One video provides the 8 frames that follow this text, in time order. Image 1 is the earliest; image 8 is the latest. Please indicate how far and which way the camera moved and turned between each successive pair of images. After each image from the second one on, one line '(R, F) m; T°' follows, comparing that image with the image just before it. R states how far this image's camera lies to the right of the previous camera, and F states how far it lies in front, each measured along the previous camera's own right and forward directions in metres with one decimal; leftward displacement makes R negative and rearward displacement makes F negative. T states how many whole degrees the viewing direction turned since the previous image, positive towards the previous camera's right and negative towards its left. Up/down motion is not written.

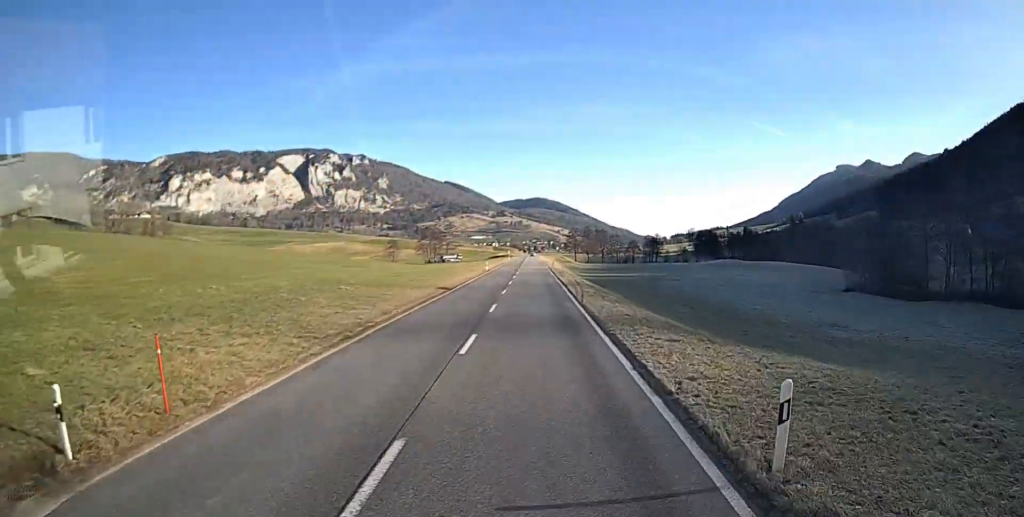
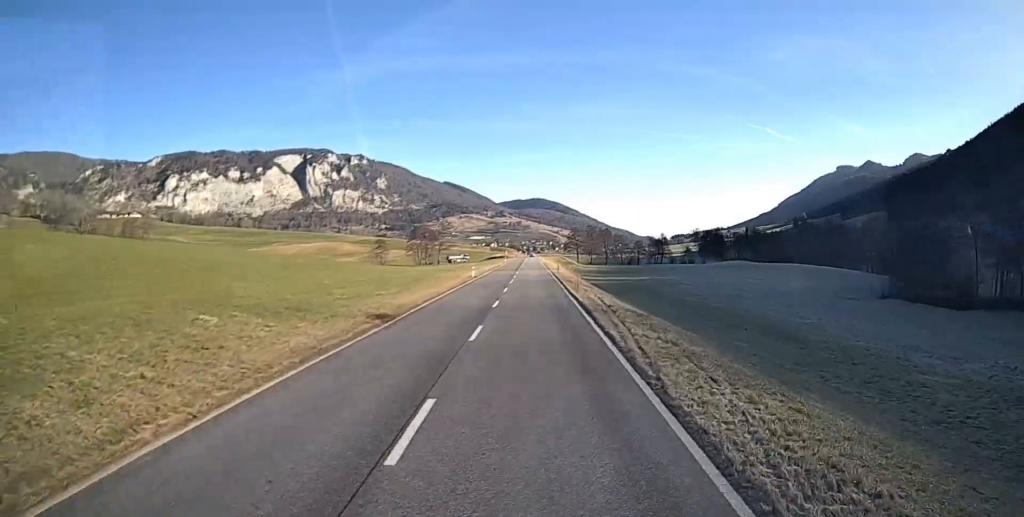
(0.0, +16.1) m; 0°
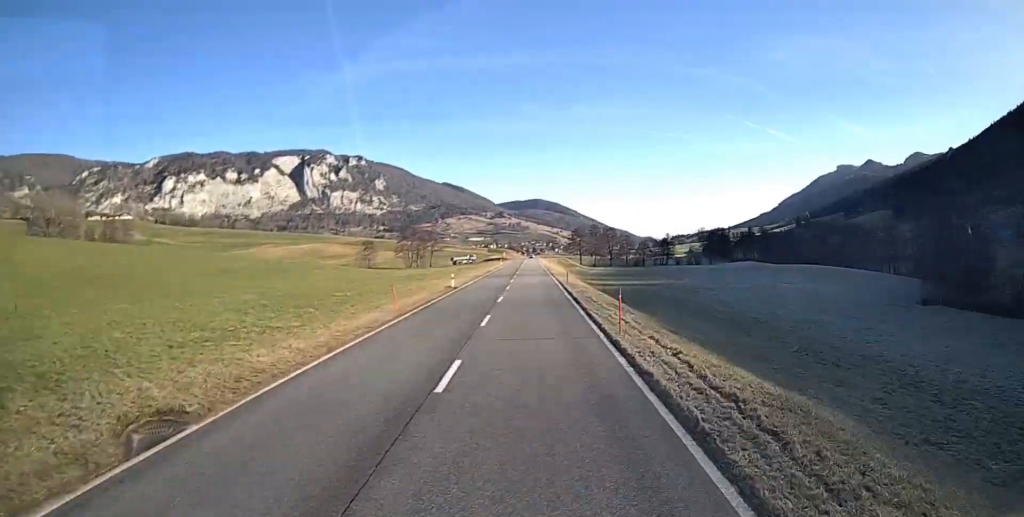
(-0.1, +14.7) m; 0°
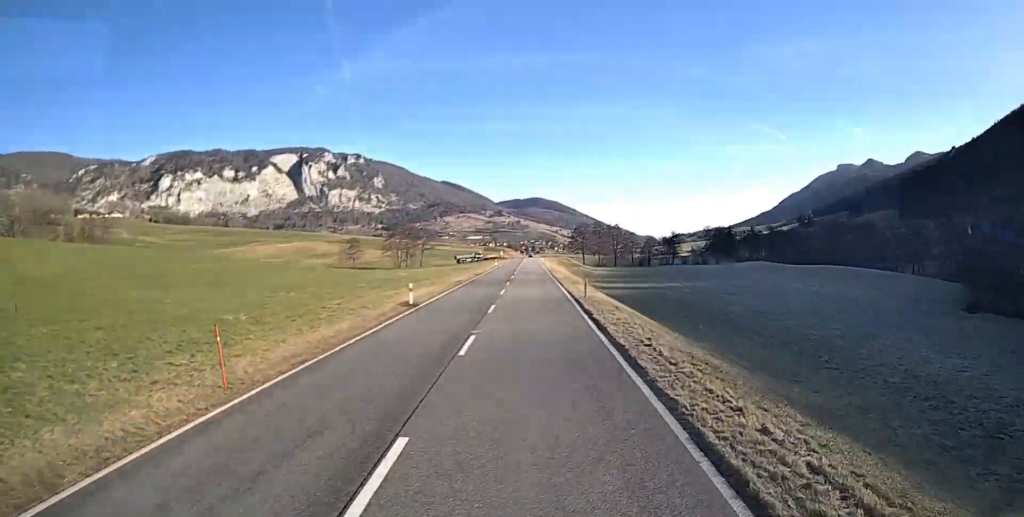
(+0.2, +14.6) m; +1°
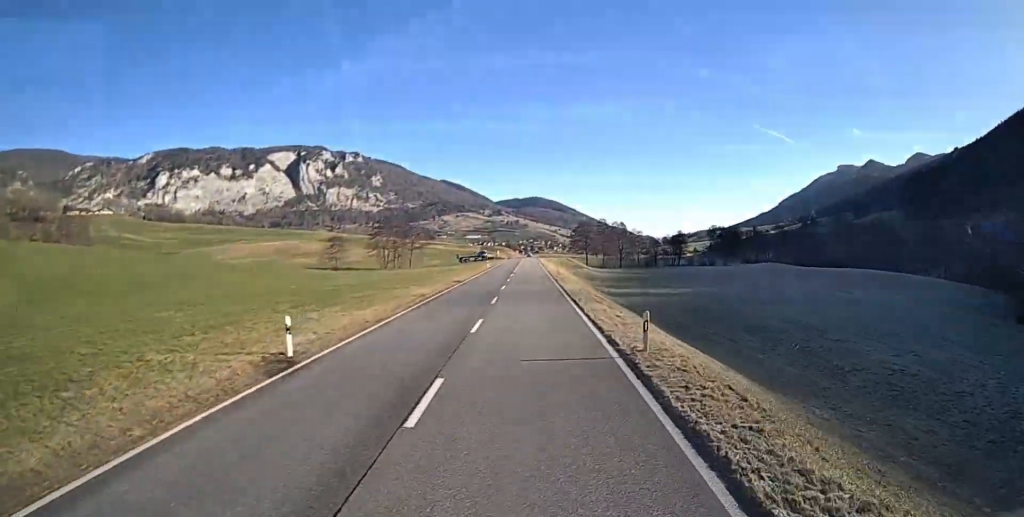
(+0.1, +14.6) m; 0°
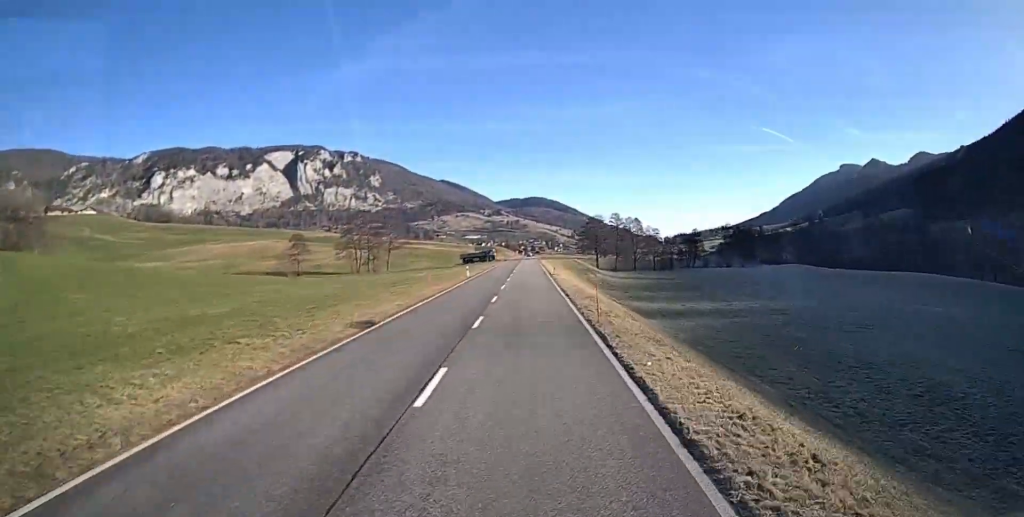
(0.0, +26.3) m; 0°
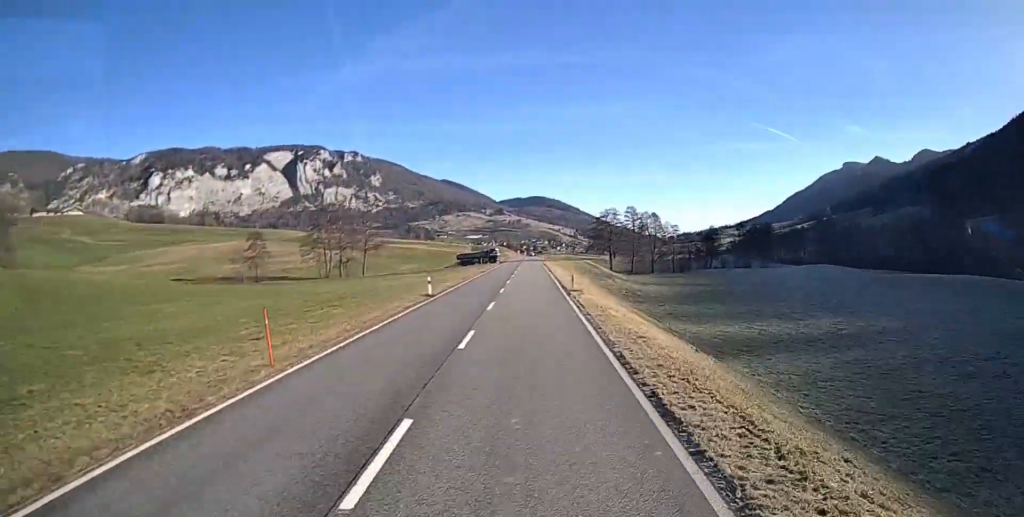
(0.0, +21.8) m; 0°
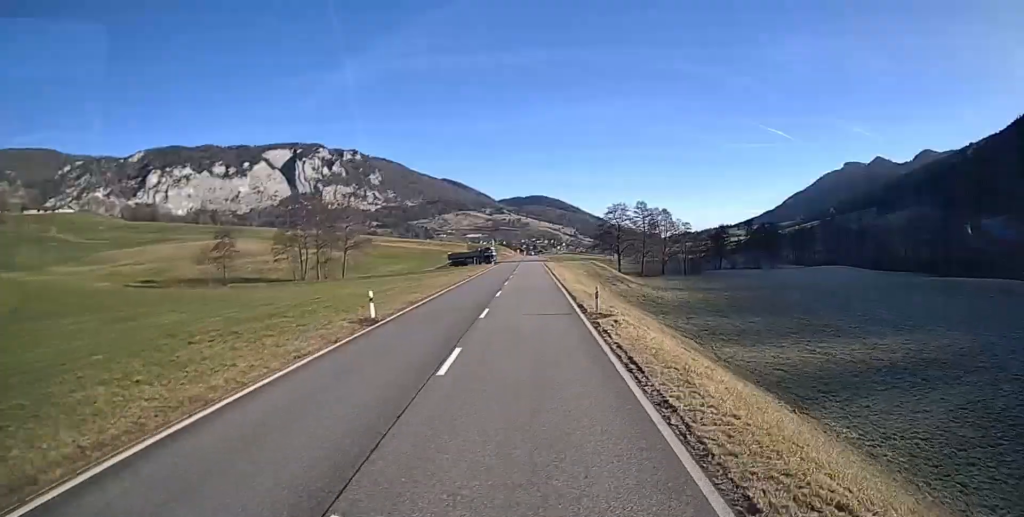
(0.0, +12.4) m; 0°
